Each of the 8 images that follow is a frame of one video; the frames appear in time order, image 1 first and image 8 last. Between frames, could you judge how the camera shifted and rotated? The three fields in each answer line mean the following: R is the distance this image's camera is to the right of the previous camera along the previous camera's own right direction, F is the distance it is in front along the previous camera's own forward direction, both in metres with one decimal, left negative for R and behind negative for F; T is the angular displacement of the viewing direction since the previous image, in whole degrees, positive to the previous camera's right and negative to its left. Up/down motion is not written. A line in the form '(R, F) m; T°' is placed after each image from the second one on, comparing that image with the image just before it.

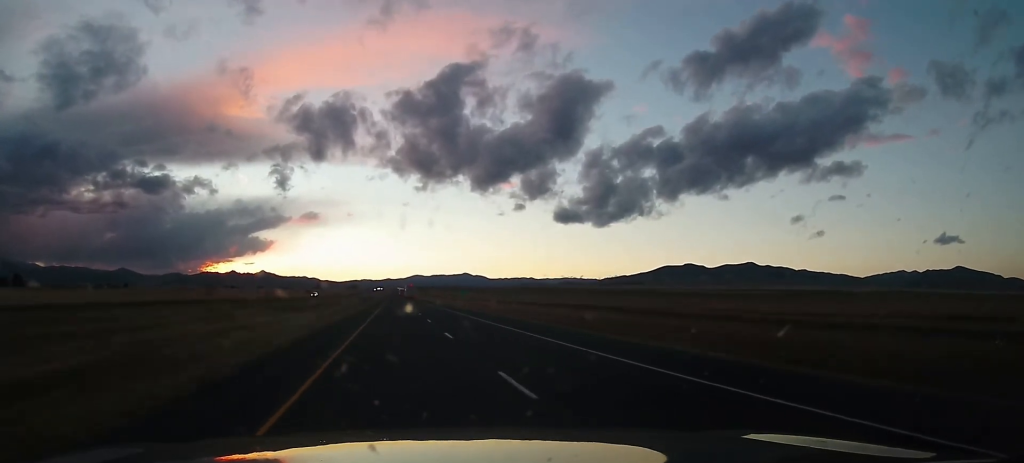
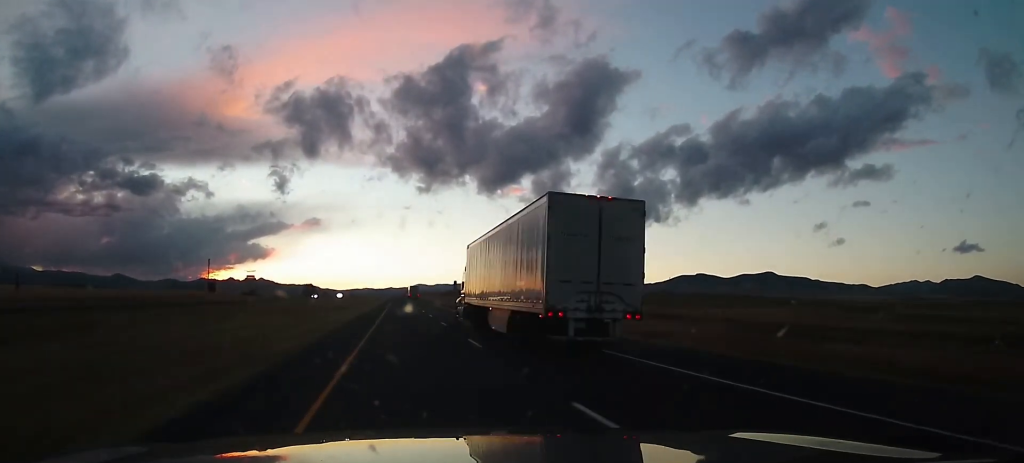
(-0.8, +566.8) m; 0°
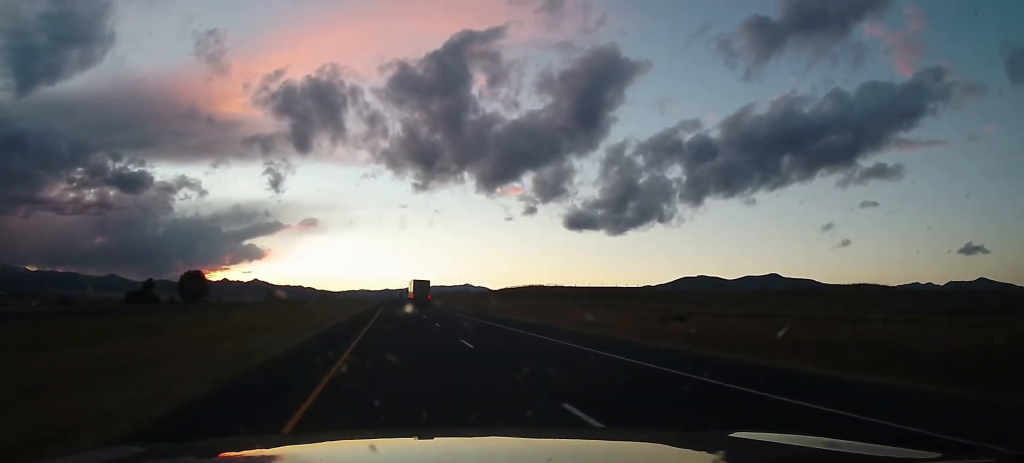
(-0.5, +273.5) m; 0°
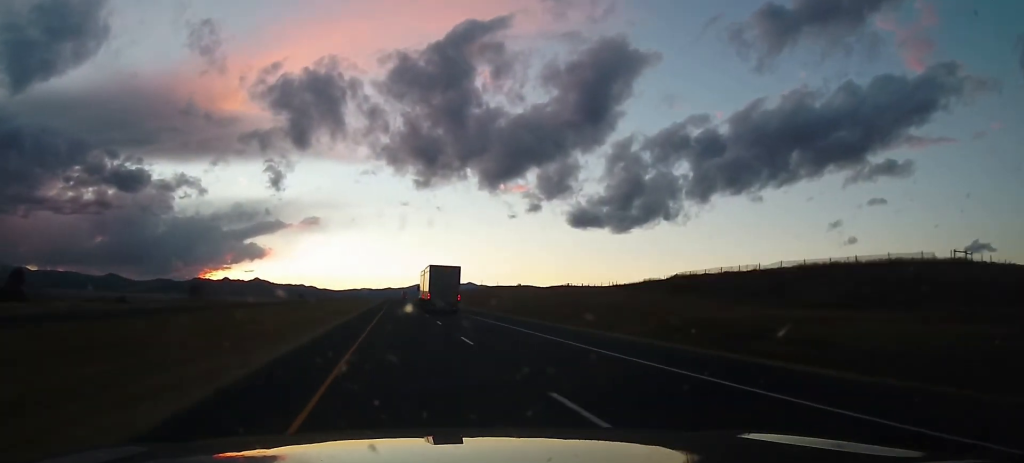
(+0.5, +152.1) m; 0°
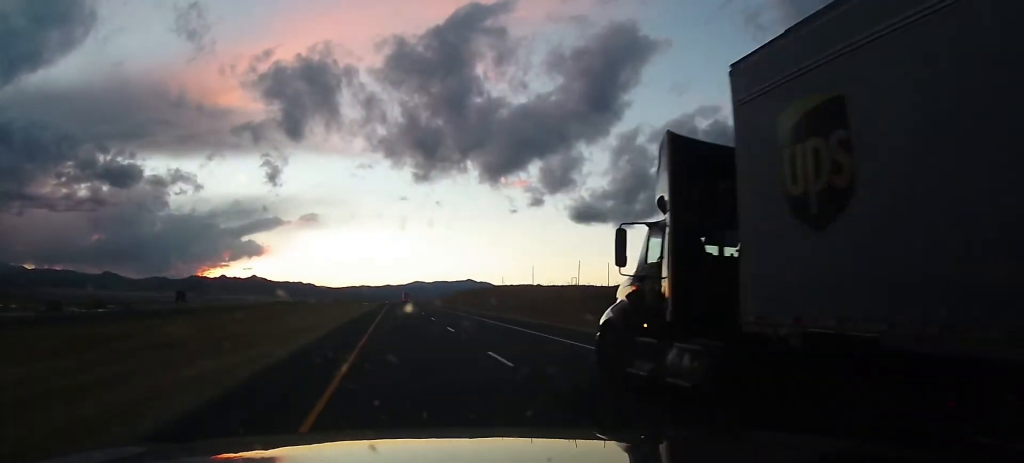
(+0.3, +213.6) m; 0°
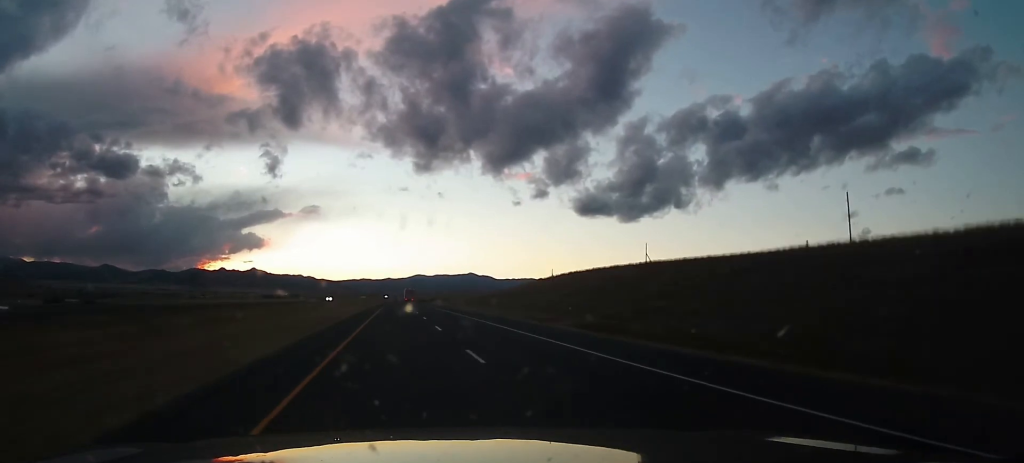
(+0.3, +193.6) m; 0°
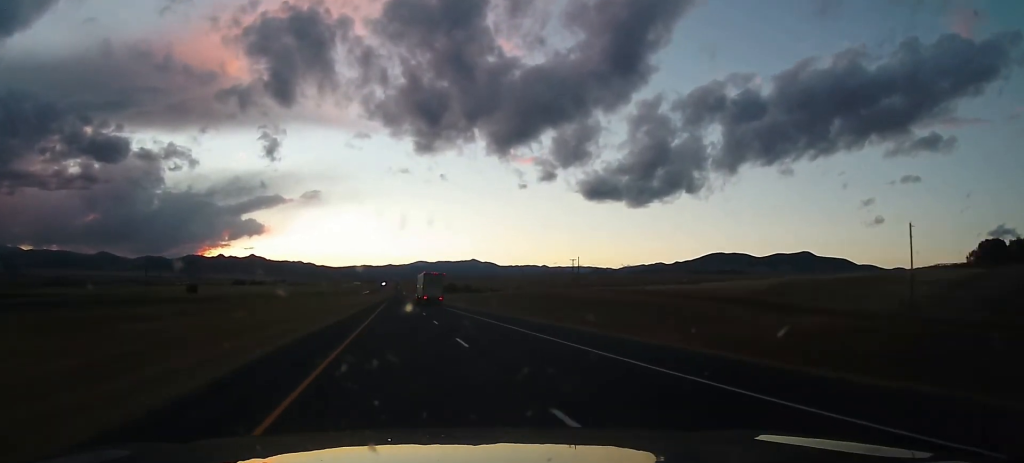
(-1.1, +326.3) m; 0°
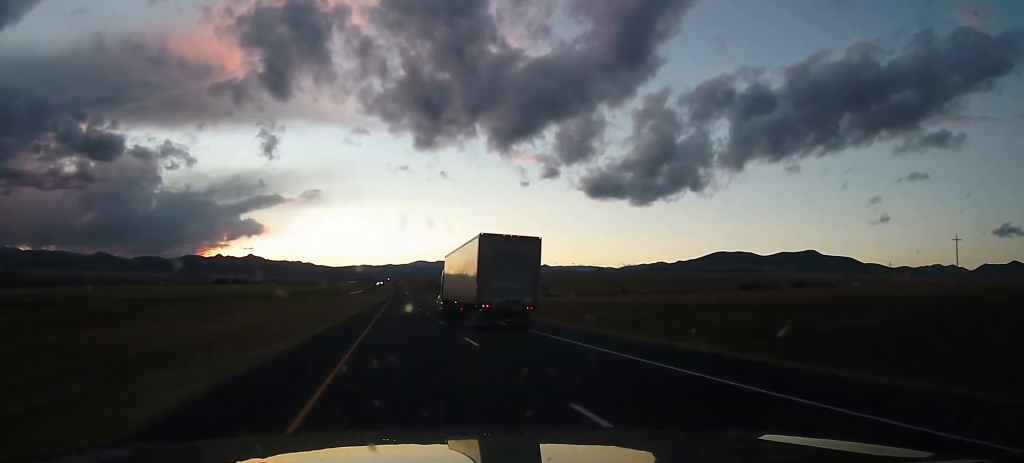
(+0.4, +162.7) m; 0°
